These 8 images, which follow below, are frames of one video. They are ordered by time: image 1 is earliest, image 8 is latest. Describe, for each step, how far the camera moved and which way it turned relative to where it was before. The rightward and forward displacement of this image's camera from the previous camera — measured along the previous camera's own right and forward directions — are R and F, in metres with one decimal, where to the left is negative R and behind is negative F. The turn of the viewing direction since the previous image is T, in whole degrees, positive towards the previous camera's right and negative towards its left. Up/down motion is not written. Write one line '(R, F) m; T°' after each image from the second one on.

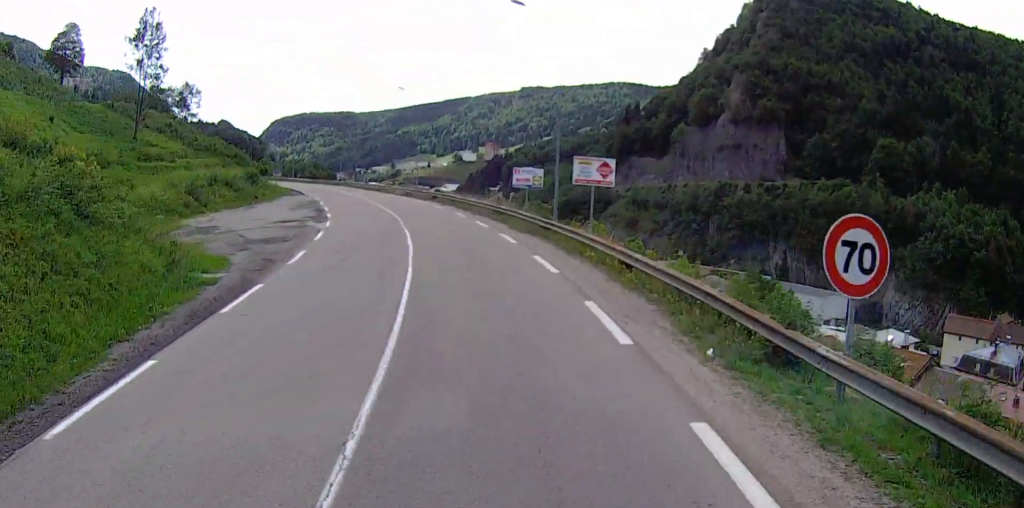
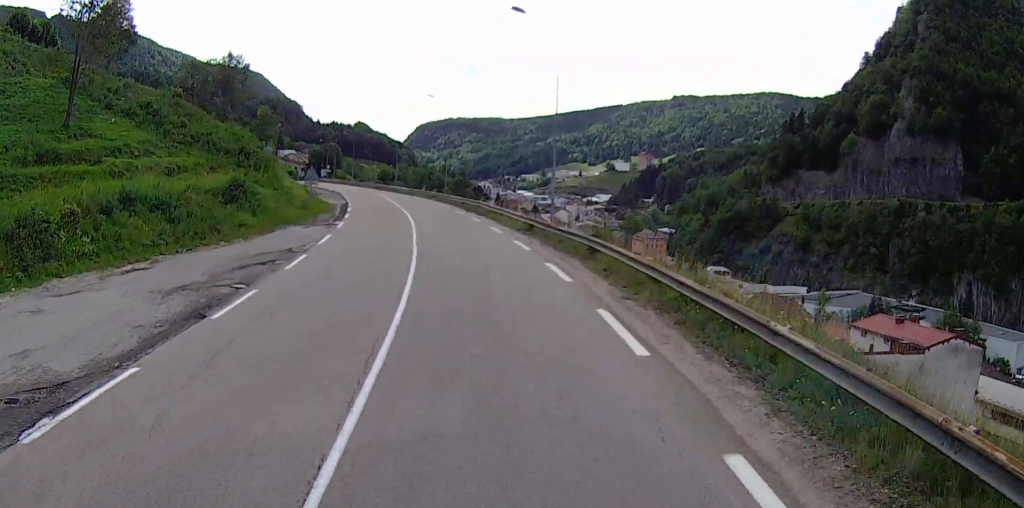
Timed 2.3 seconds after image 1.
(-2.0, +33.9) m; -8°
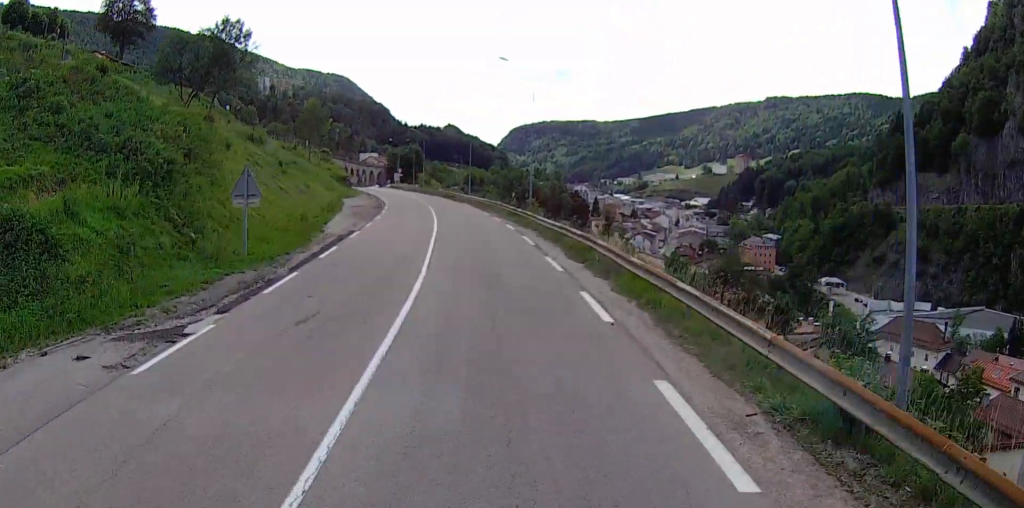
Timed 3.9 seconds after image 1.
(-2.6, +23.6) m; -9°
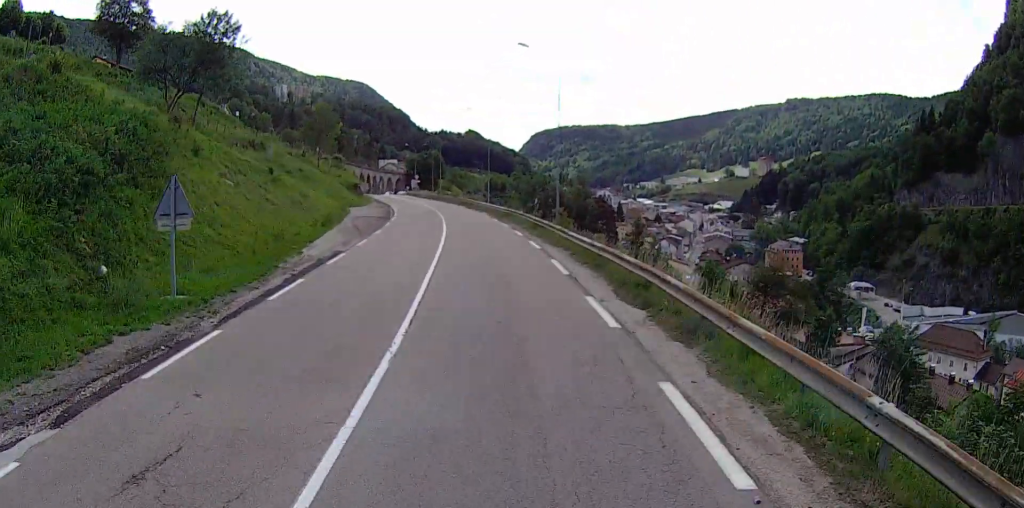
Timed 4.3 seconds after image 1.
(+0.4, +6.4) m; -2°
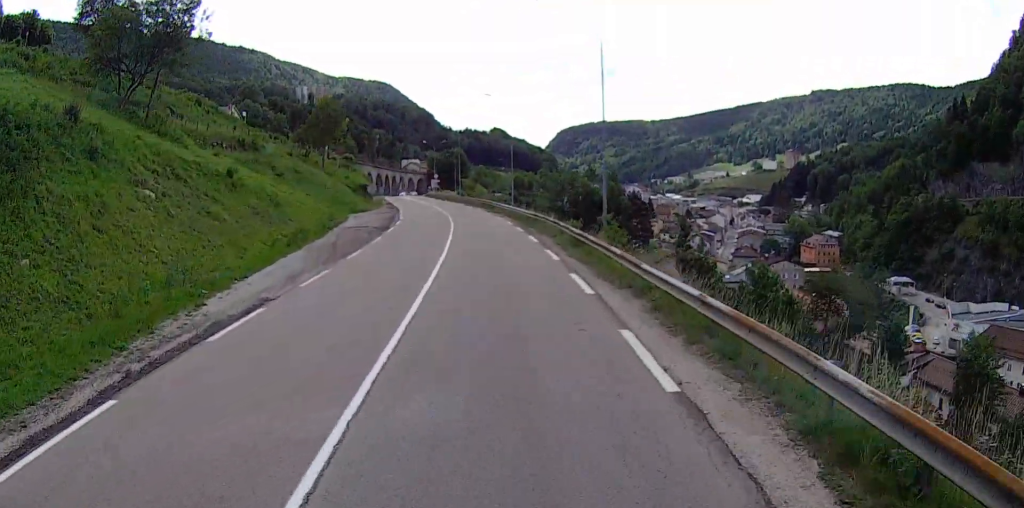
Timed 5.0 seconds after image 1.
(0.0, +10.4) m; -3°
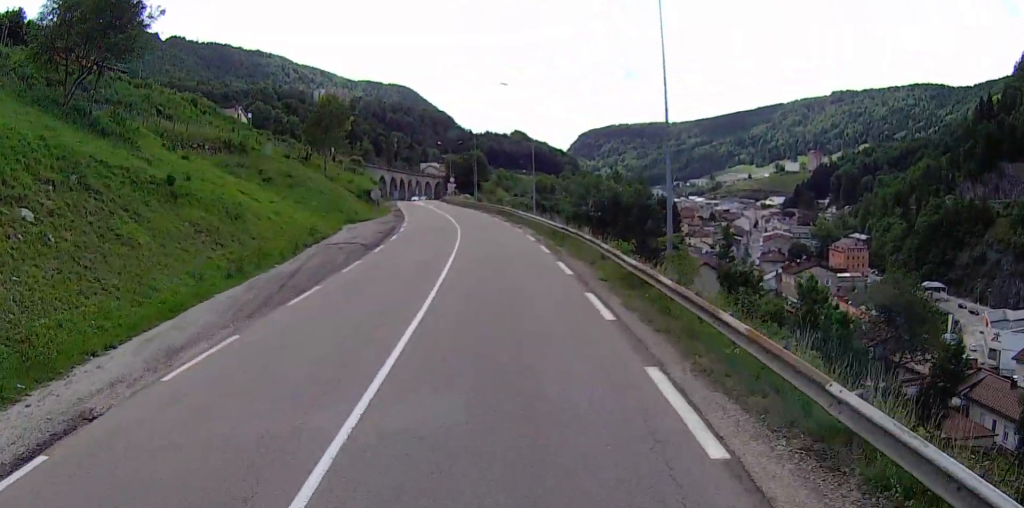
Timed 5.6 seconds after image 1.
(-0.7, +8.6) m; -4°
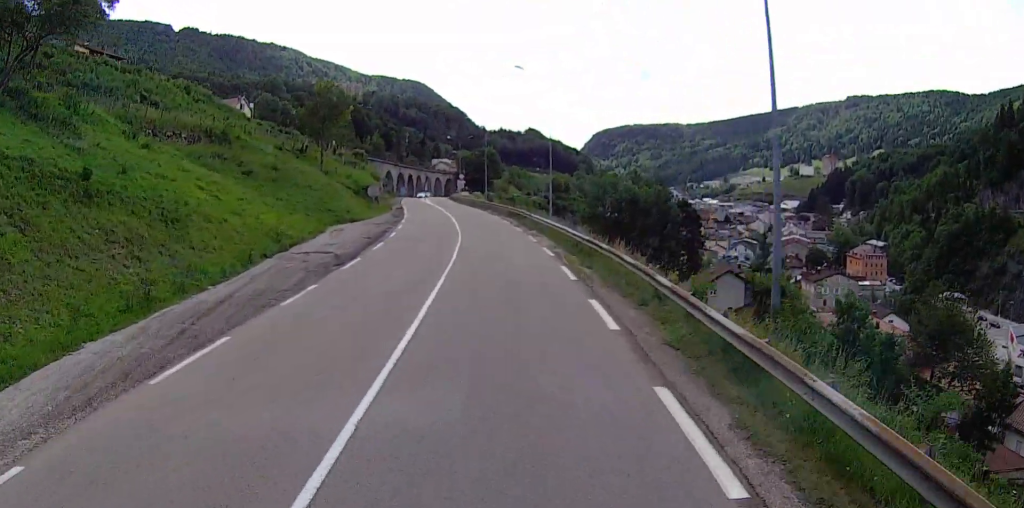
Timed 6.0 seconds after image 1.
(-0.1, +7.2) m; -1°
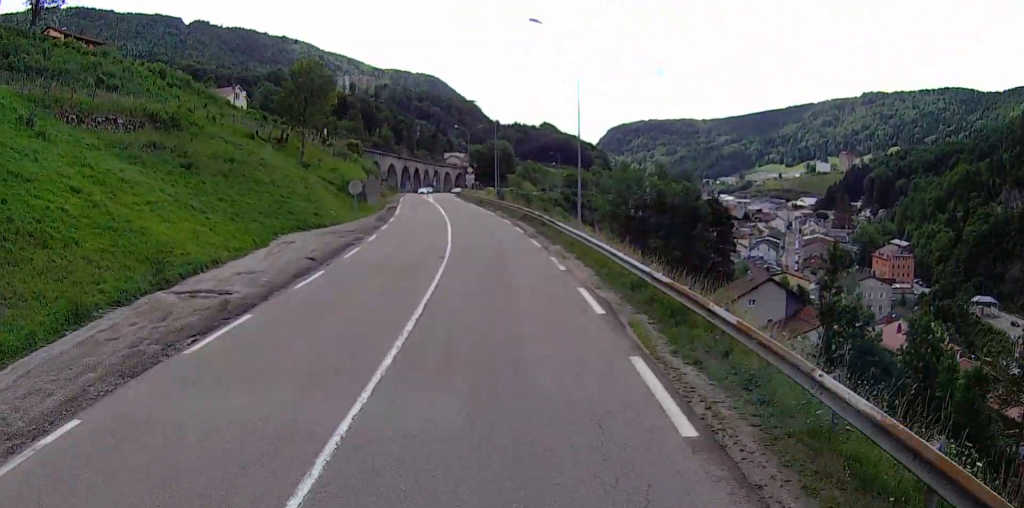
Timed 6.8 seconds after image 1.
(0.0, +12.0) m; 0°
